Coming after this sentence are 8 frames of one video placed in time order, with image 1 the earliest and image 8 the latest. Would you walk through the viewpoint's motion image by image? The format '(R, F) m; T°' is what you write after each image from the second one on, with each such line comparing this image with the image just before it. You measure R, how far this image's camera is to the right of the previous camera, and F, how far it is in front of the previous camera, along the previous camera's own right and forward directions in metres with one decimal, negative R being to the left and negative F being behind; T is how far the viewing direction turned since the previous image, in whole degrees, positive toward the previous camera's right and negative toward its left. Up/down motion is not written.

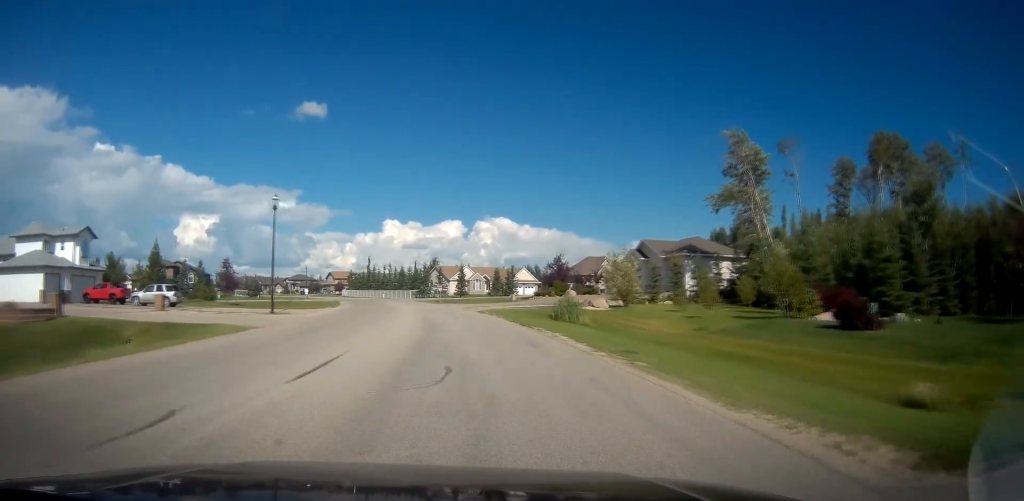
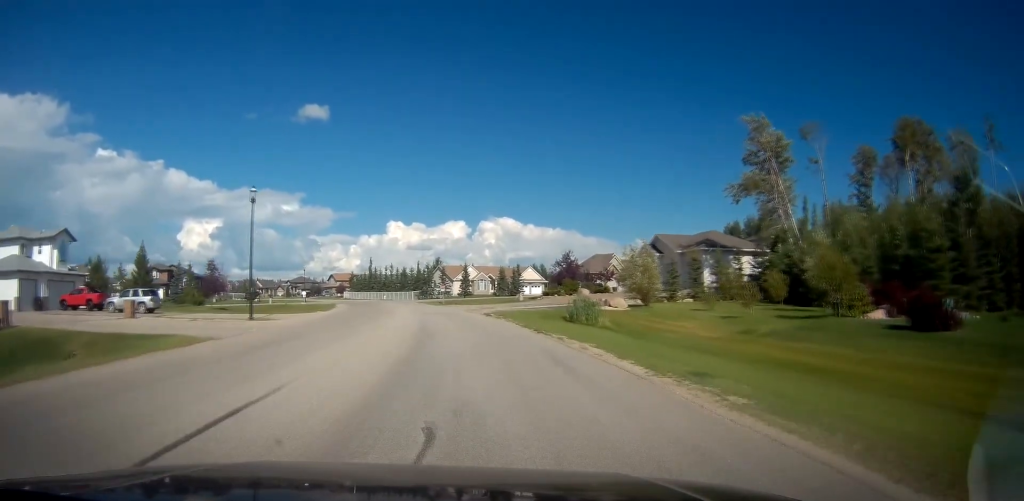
(-0.3, +4.2) m; -2°
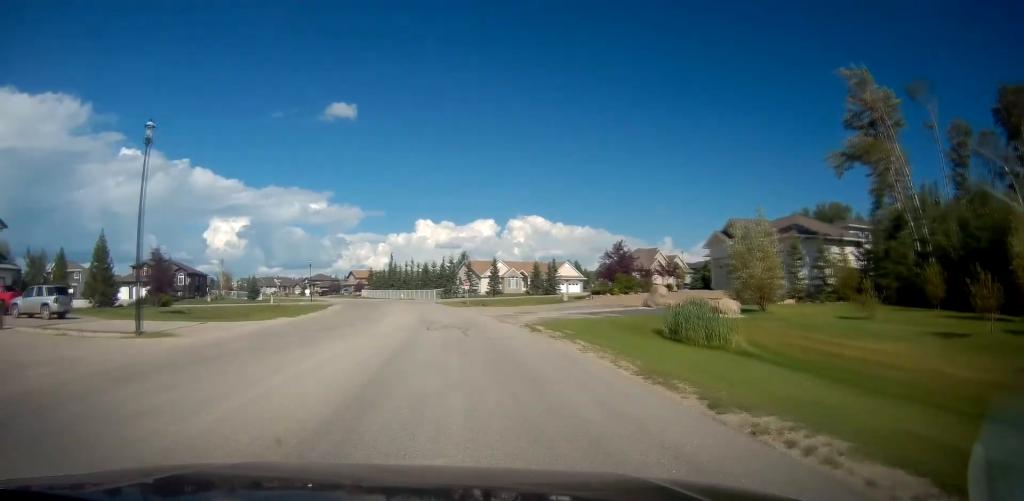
(-0.5, +13.6) m; -3°
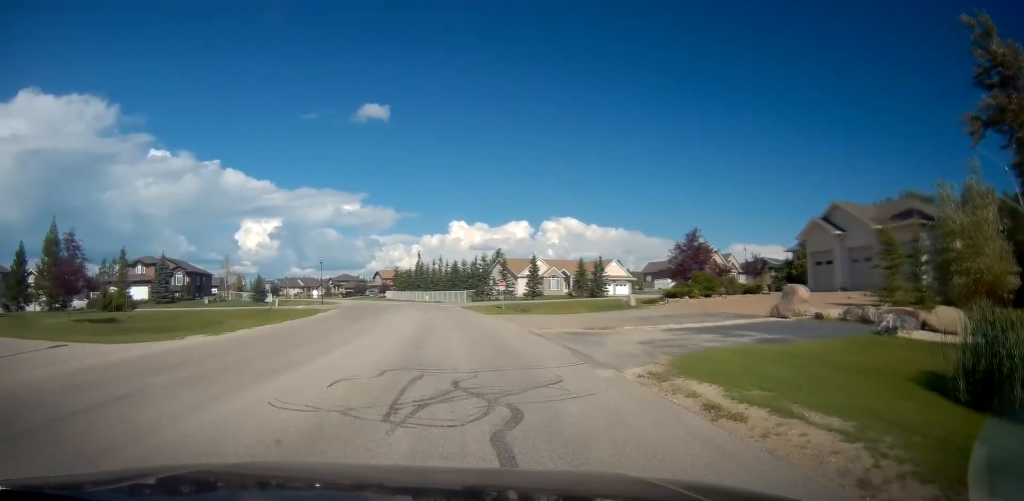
(-0.5, +12.8) m; -6°
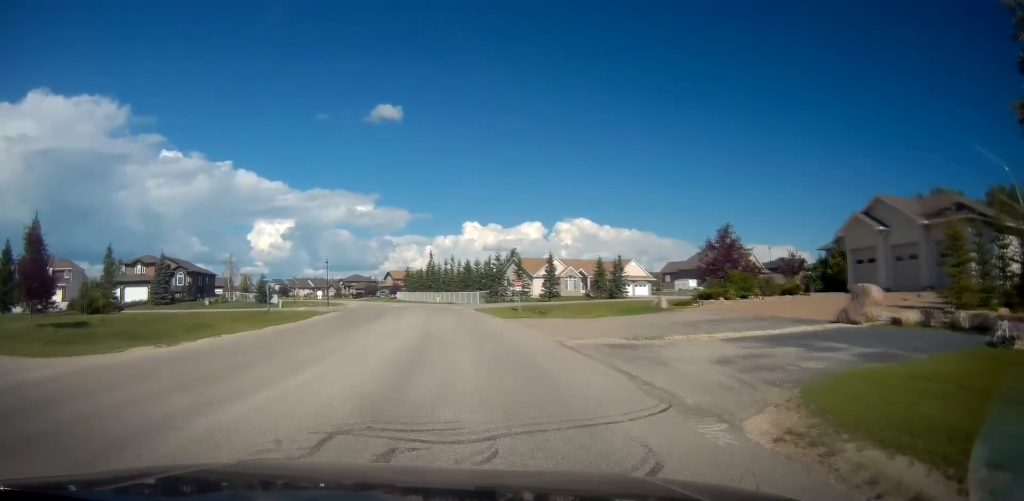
(-0.1, +4.1) m; -1°
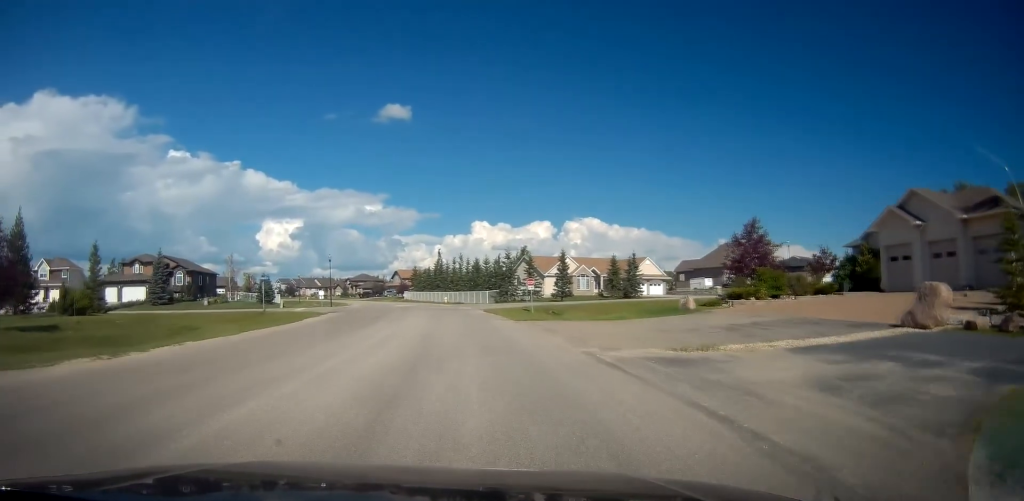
(-0.1, +3.3) m; 0°
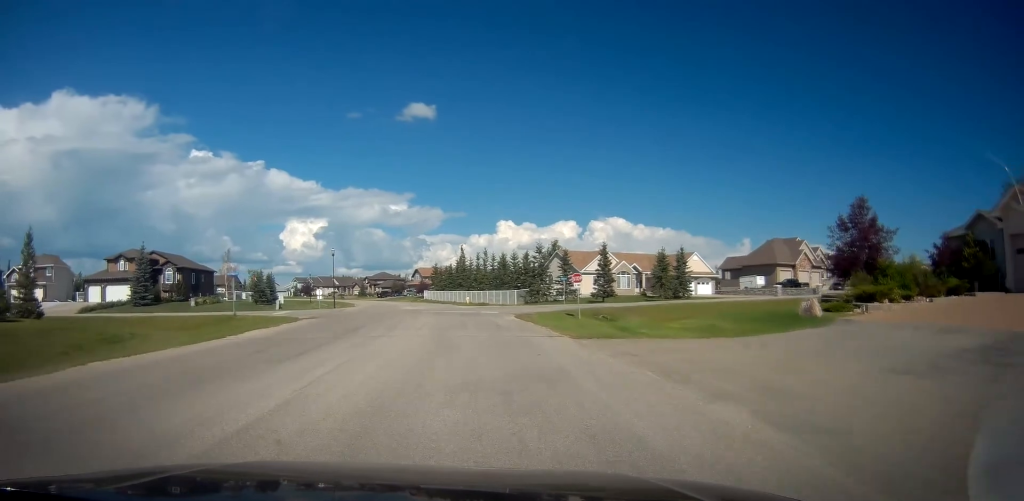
(+0.1, +11.1) m; -1°
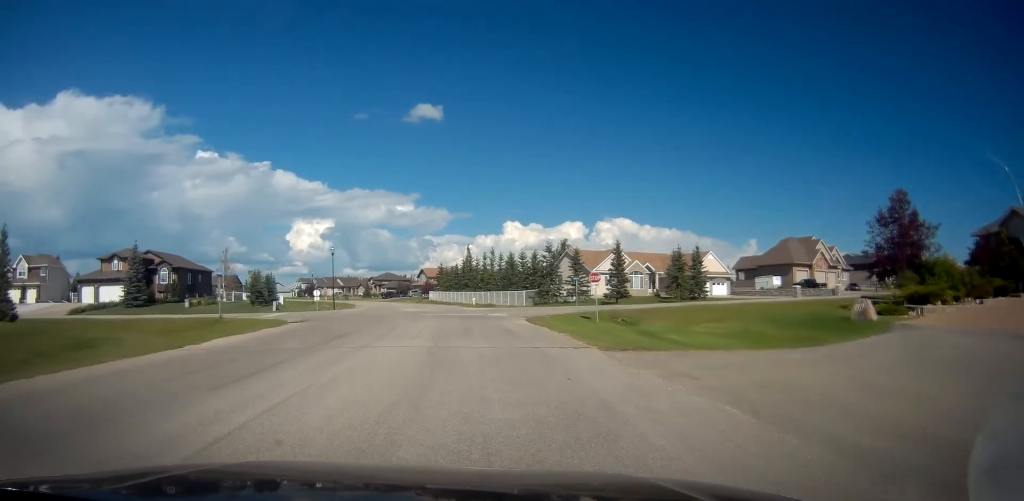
(0.0, +3.3) m; -2°
